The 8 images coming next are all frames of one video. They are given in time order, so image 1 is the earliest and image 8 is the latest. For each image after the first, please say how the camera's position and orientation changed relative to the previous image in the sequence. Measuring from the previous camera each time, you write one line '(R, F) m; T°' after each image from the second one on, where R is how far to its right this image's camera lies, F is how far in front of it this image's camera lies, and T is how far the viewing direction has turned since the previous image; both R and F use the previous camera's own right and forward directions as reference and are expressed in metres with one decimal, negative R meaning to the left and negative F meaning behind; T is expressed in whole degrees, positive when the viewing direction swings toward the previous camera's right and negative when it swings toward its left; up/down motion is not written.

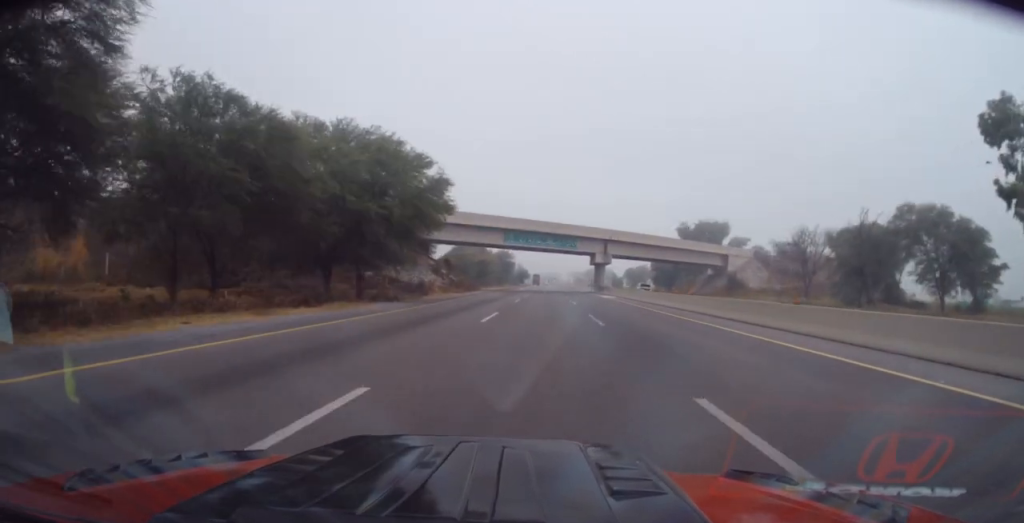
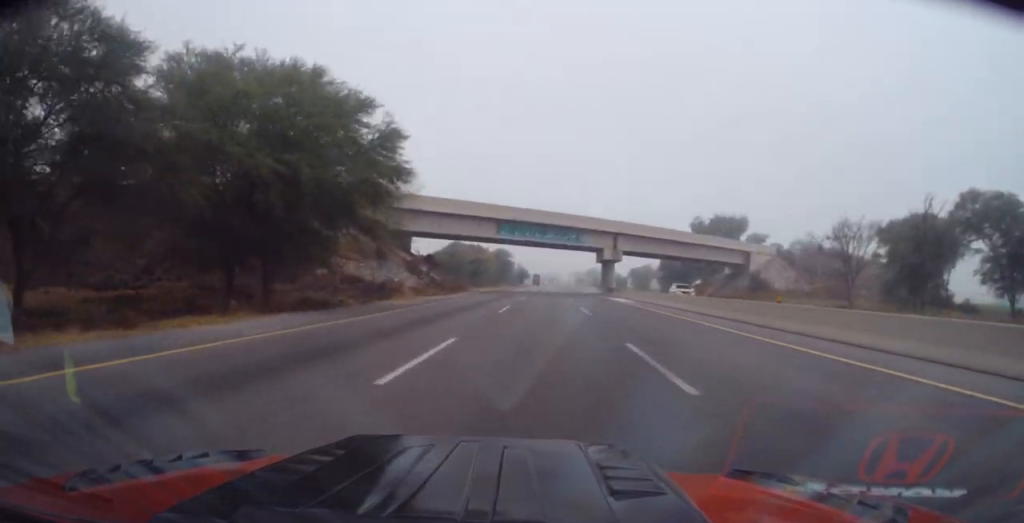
(0.0, +11.5) m; 0°
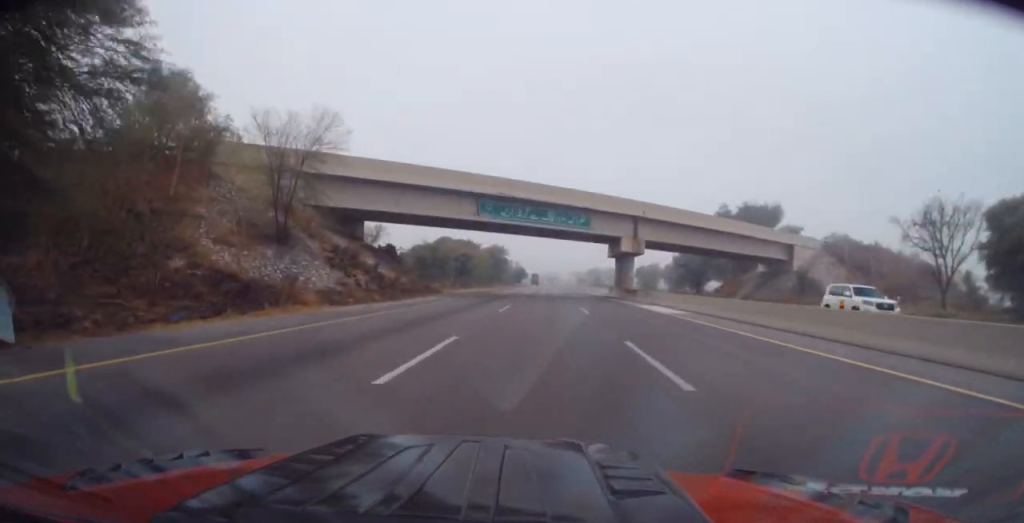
(0.0, +17.7) m; 0°
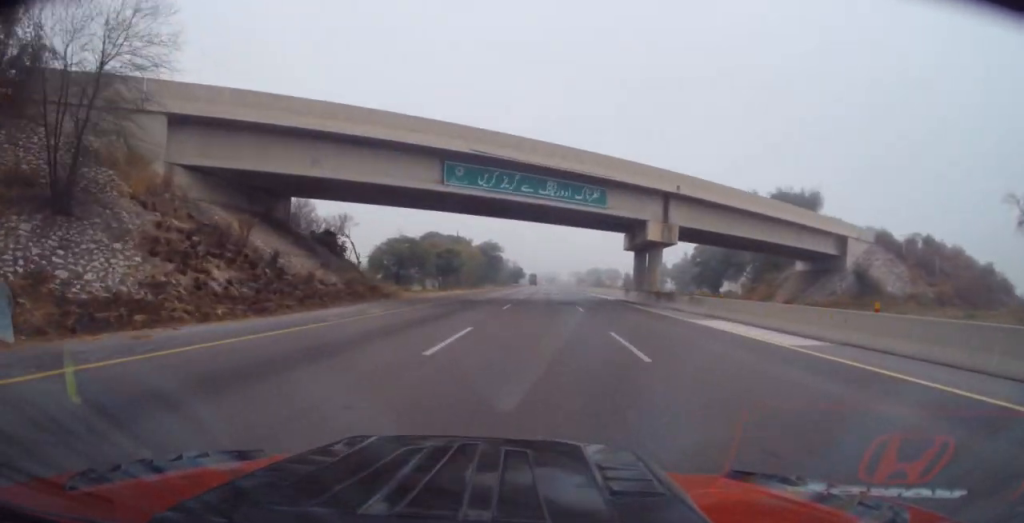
(0.0, +15.1) m; 0°
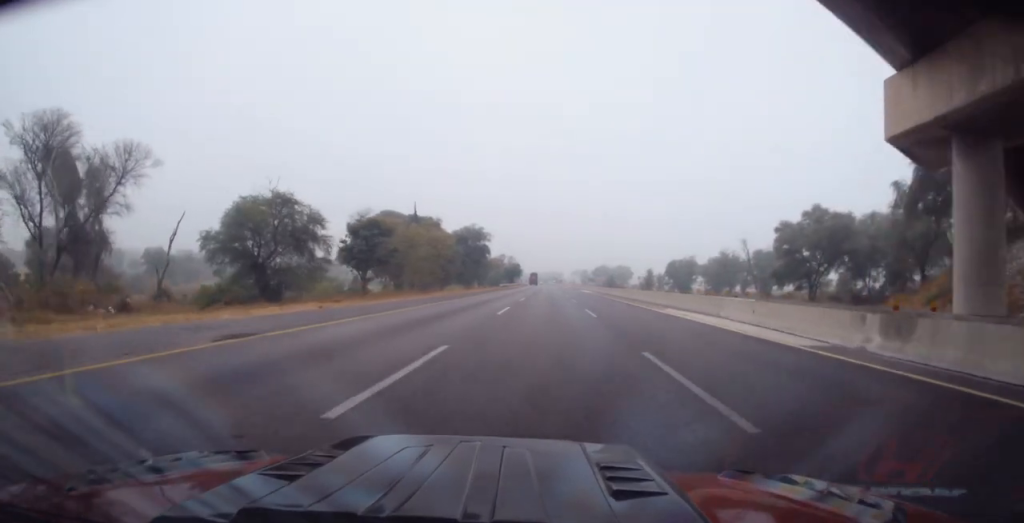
(0.0, +41.7) m; 0°
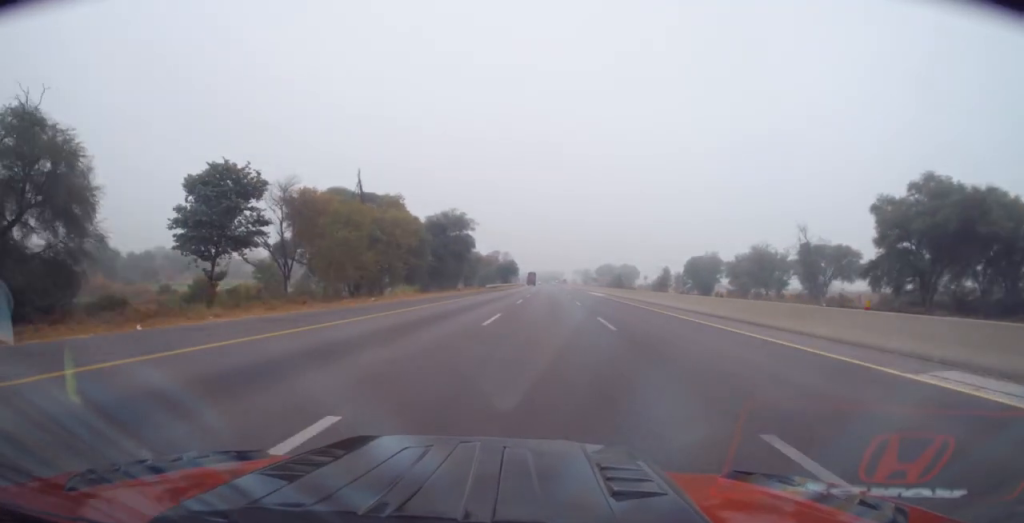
(0.0, +24.0) m; -1°
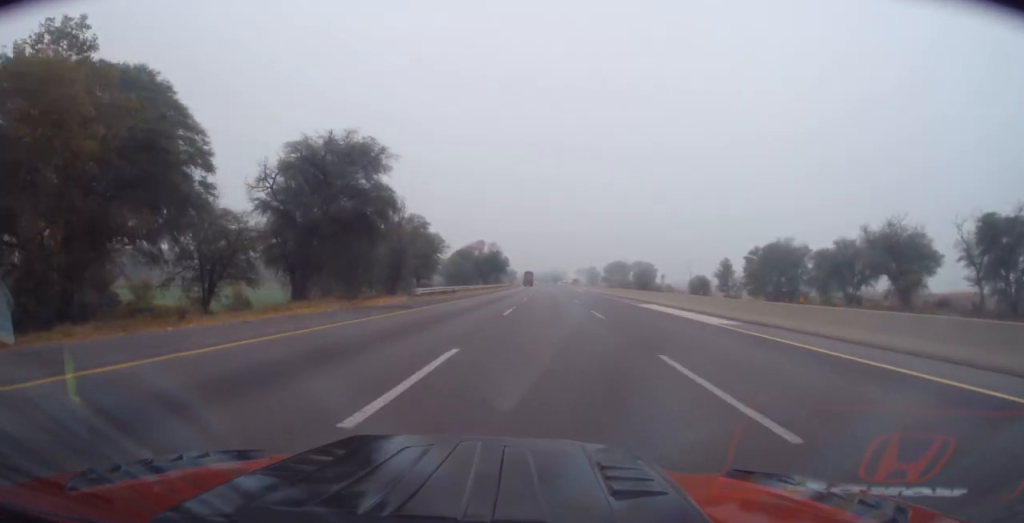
(+0.1, +47.9) m; +1°
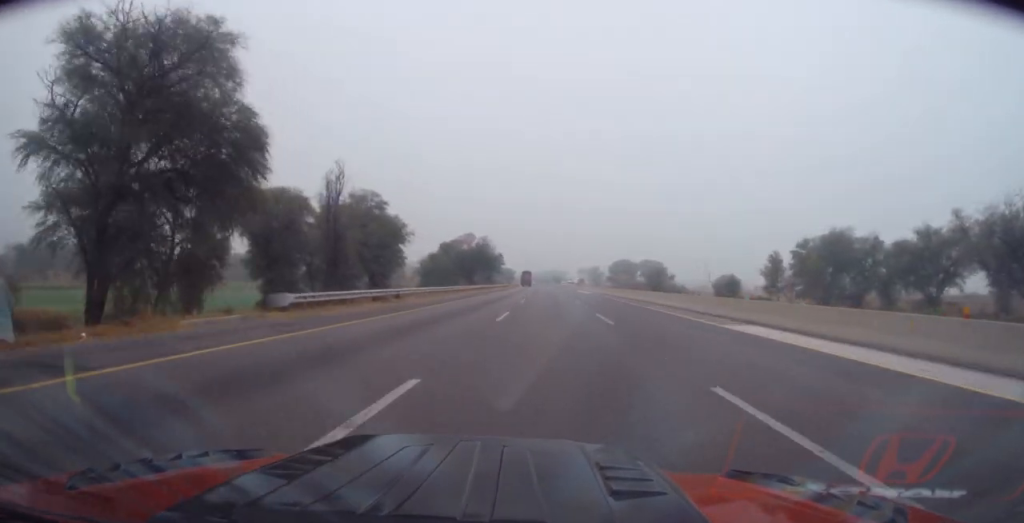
(0.0, +21.2) m; 0°
